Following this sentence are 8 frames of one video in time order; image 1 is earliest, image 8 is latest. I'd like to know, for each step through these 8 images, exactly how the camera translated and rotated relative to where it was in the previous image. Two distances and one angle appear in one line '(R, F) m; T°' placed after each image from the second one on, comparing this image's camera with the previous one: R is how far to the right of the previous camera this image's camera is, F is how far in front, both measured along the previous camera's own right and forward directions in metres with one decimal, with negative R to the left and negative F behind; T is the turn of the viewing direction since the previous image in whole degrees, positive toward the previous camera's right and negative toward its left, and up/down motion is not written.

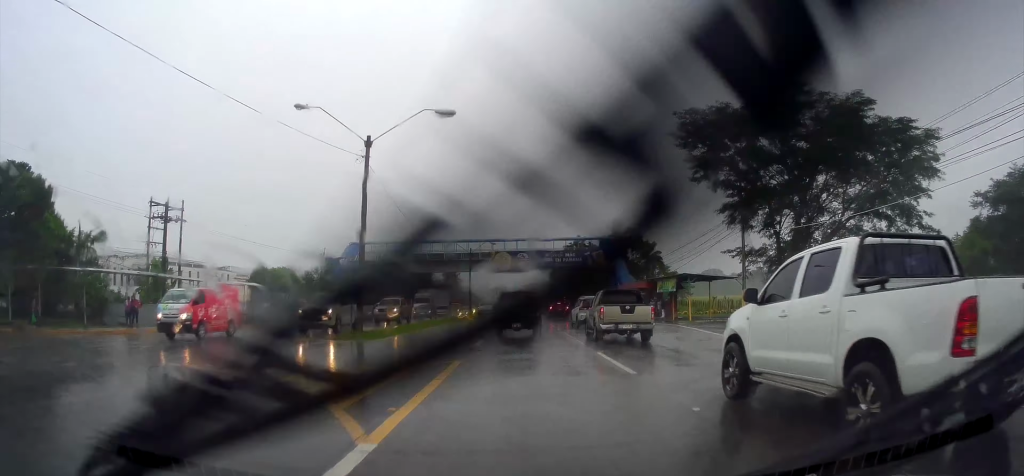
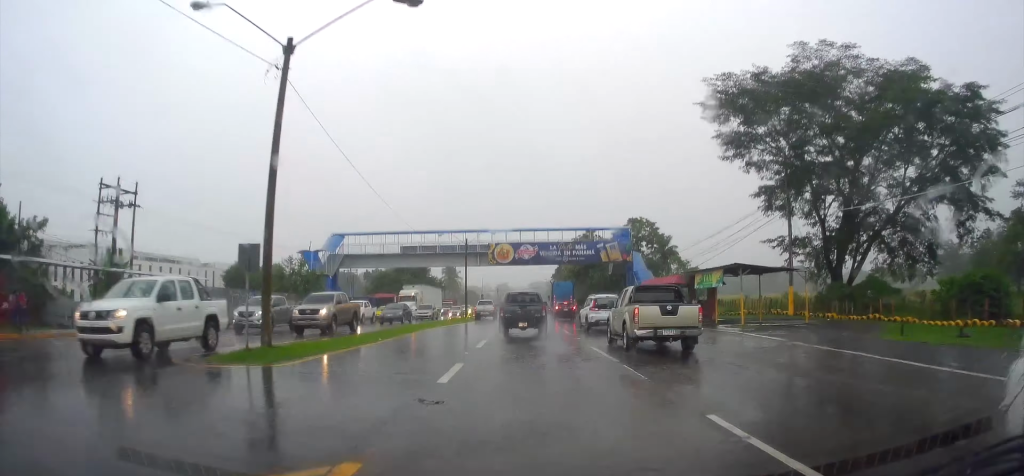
(0.0, +8.4) m; +1°
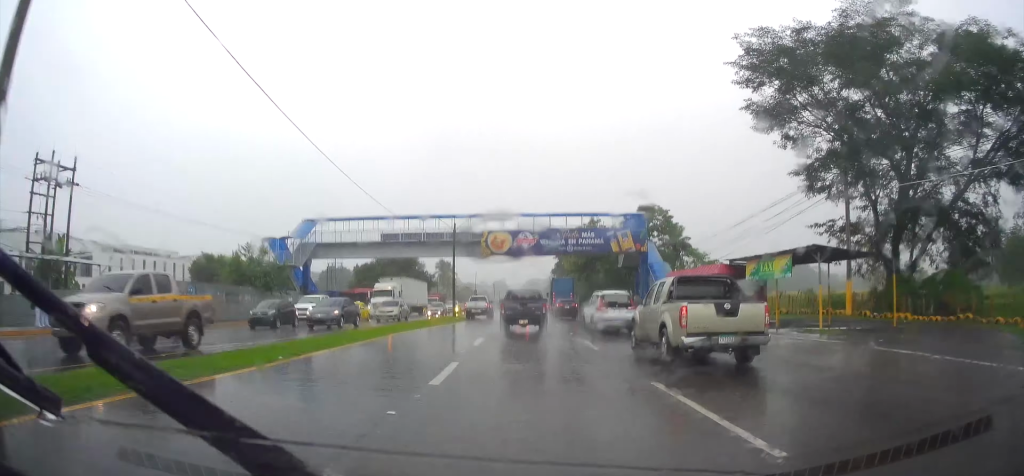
(-0.1, +8.4) m; +1°
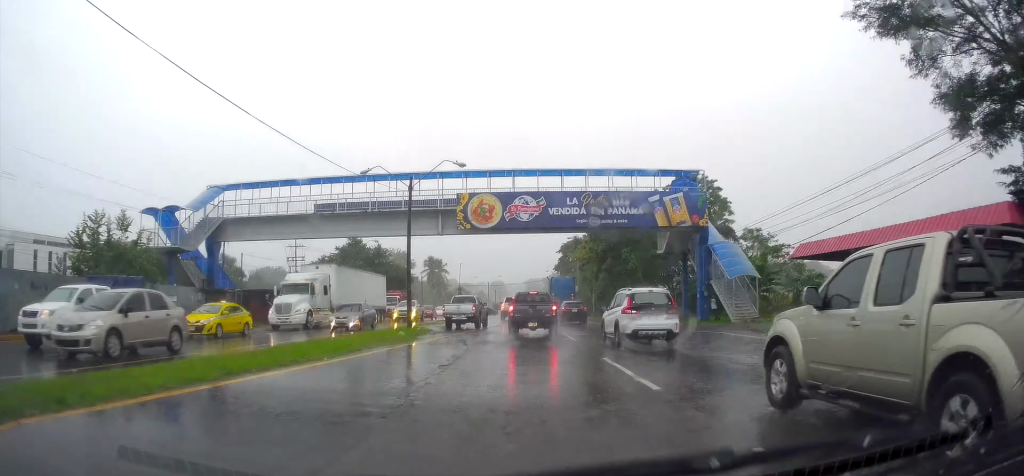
(+0.3, +17.7) m; +1°
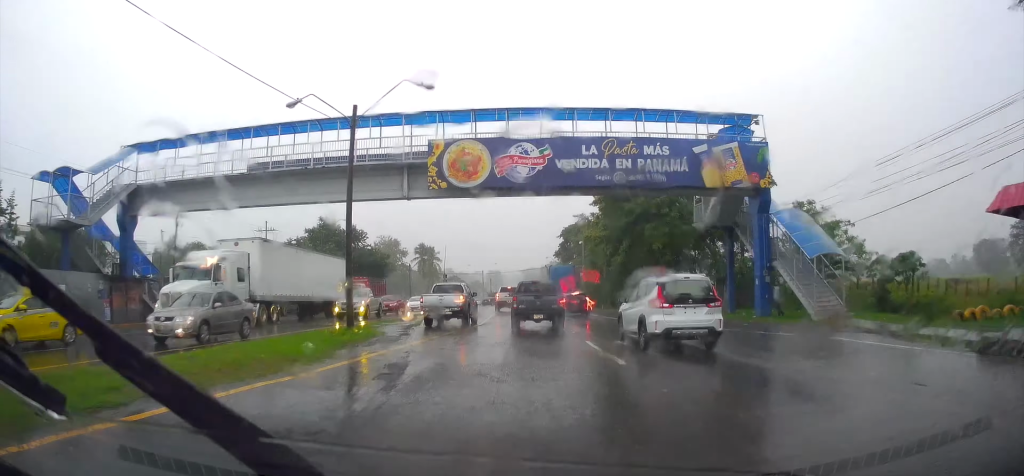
(0.0, +9.2) m; 0°
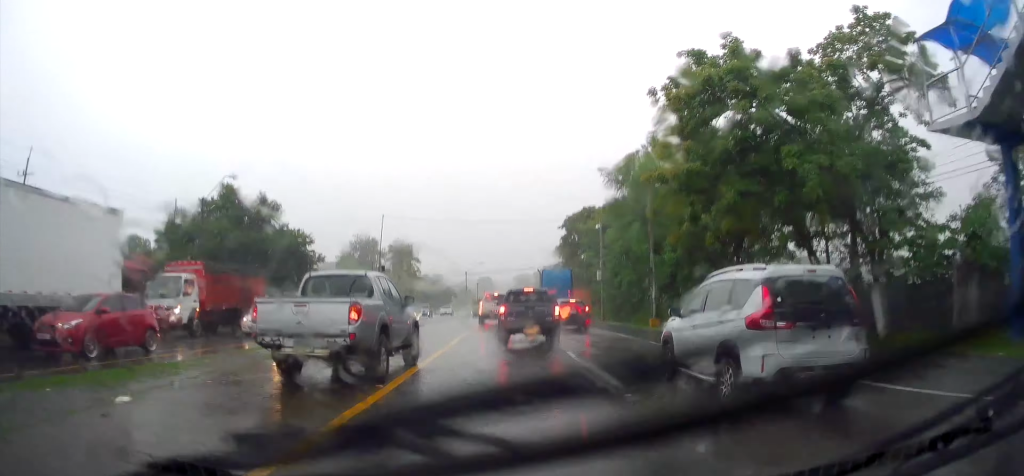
(-0.1, +21.4) m; 0°
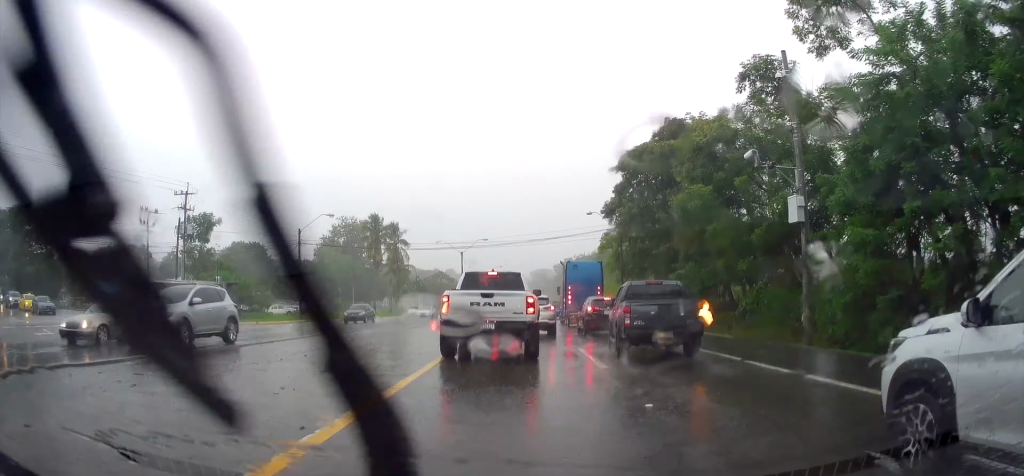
(+0.6, +35.6) m; 0°
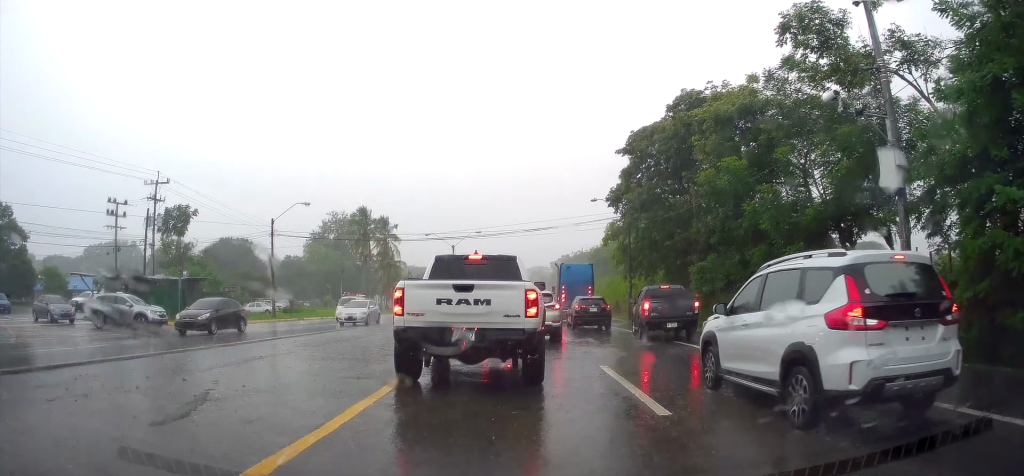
(-0.2, +9.2) m; -3°
